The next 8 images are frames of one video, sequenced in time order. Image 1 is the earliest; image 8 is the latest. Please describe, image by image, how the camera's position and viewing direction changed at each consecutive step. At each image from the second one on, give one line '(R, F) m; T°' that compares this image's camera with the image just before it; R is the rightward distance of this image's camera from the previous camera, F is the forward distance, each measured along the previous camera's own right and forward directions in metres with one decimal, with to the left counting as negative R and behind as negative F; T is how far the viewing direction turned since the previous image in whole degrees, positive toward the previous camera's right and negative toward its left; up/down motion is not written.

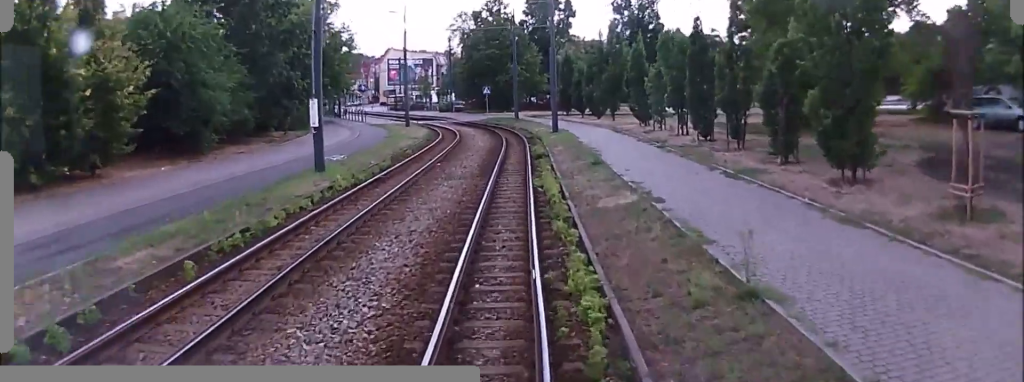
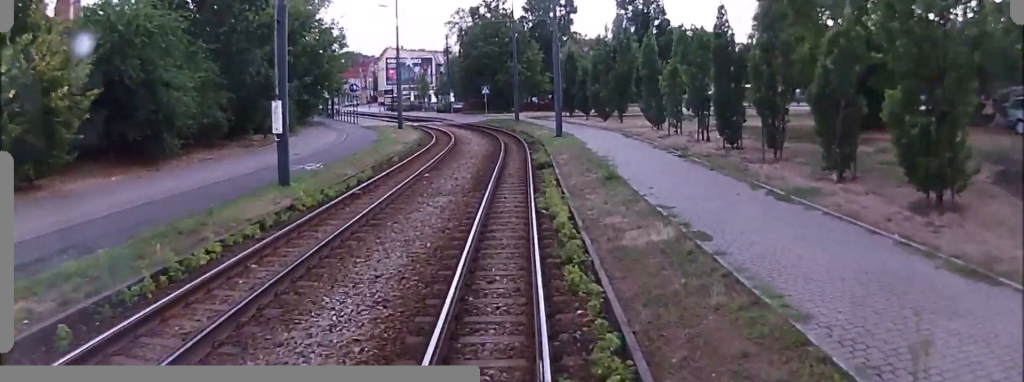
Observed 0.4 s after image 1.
(0.0, +3.3) m; 0°
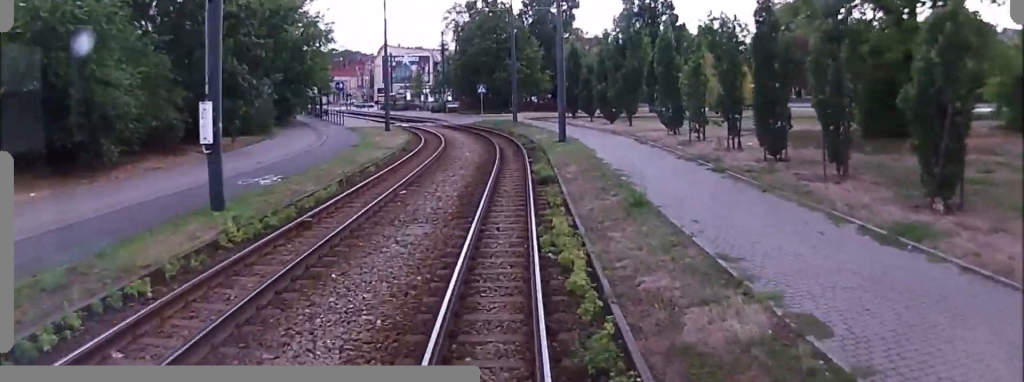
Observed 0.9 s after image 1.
(0.0, +4.0) m; -1°
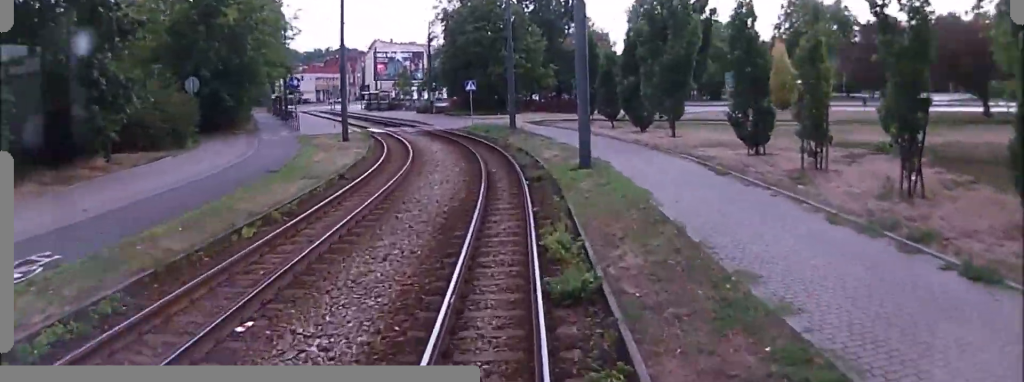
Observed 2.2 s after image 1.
(-0.4, +10.7) m; -3°
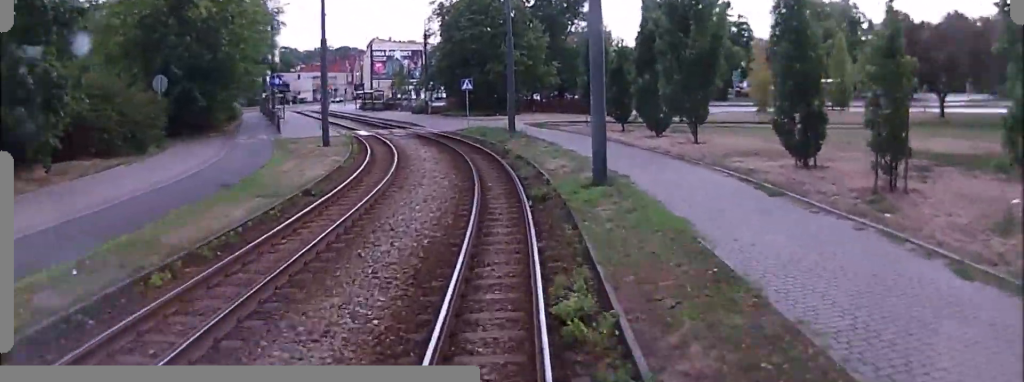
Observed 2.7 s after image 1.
(0.0, +3.7) m; 0°
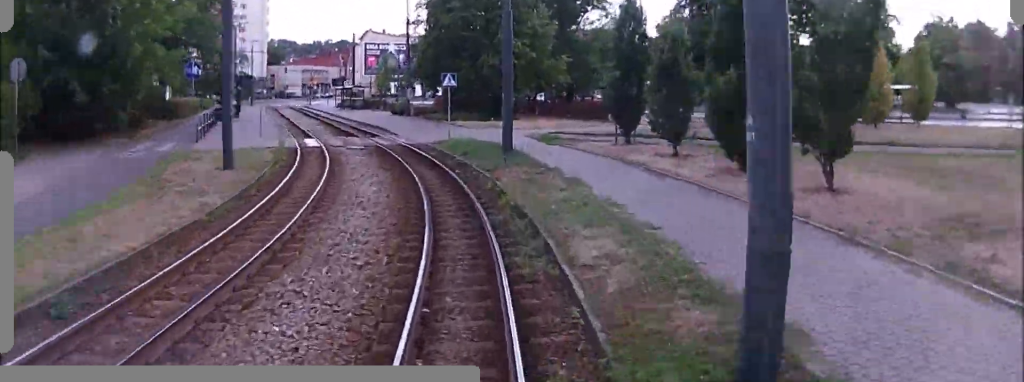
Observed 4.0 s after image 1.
(0.0, +9.9) m; 0°
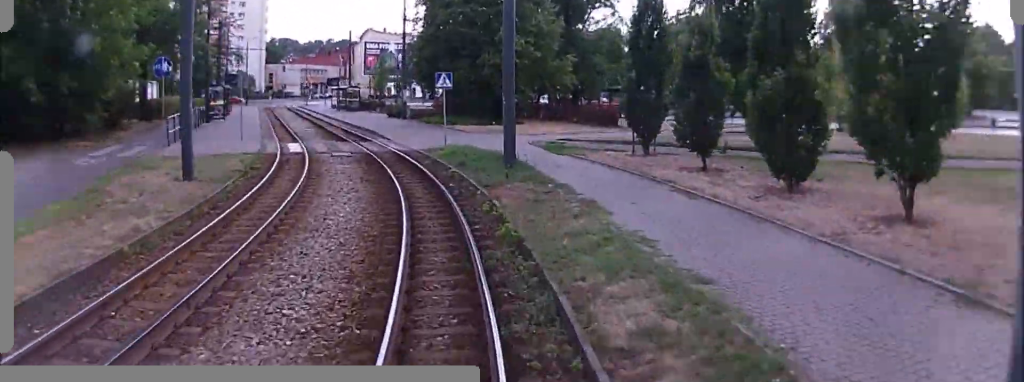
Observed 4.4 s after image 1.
(0.0, +2.9) m; 0°
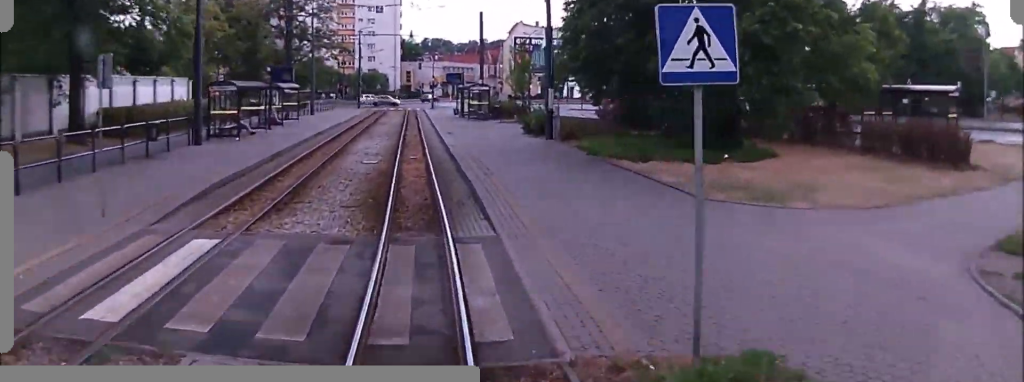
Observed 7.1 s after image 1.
(0.0, +19.9) m; 0°
